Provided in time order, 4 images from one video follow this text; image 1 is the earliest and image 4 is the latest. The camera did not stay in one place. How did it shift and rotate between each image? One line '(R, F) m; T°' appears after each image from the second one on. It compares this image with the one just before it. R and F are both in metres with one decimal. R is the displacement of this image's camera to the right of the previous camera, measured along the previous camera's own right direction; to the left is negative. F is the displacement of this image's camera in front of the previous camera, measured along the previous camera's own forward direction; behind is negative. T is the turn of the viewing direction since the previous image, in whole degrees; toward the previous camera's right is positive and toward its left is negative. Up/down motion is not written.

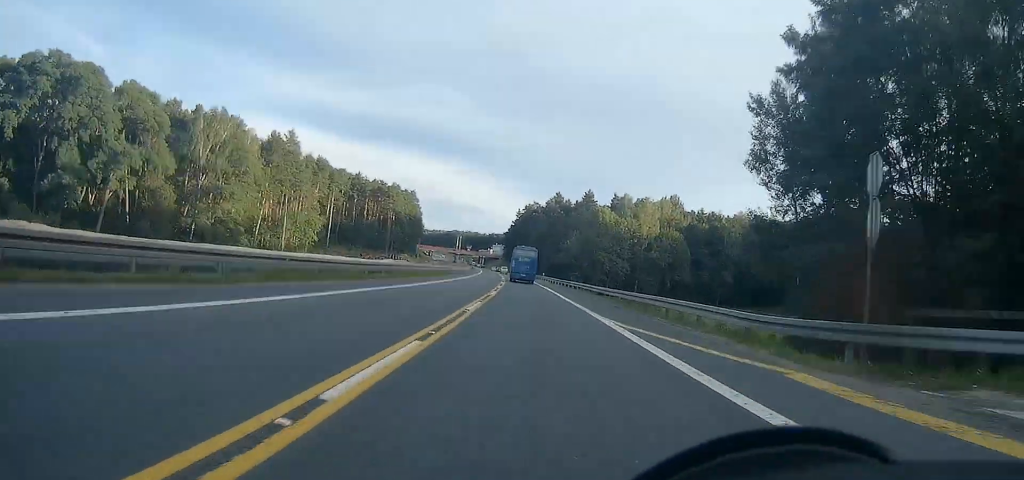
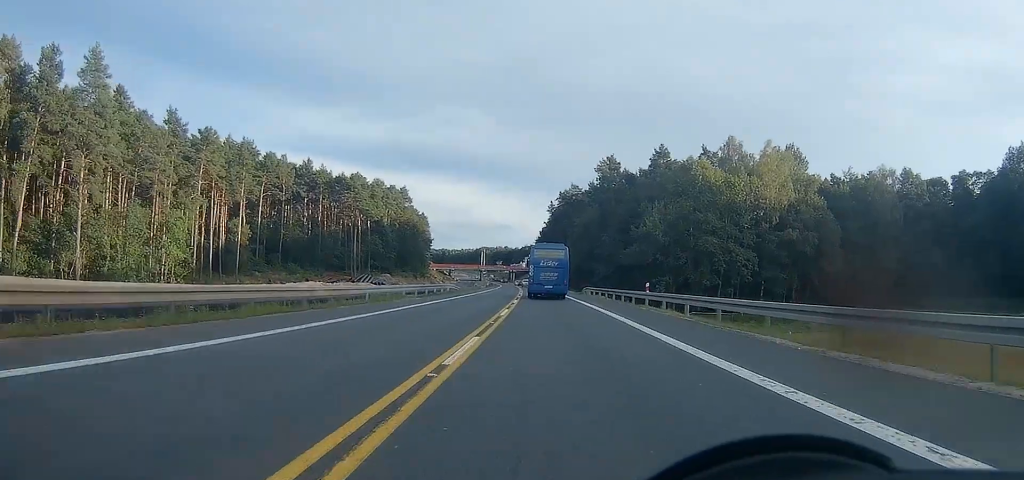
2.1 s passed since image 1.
(-2.1, +69.9) m; -4°
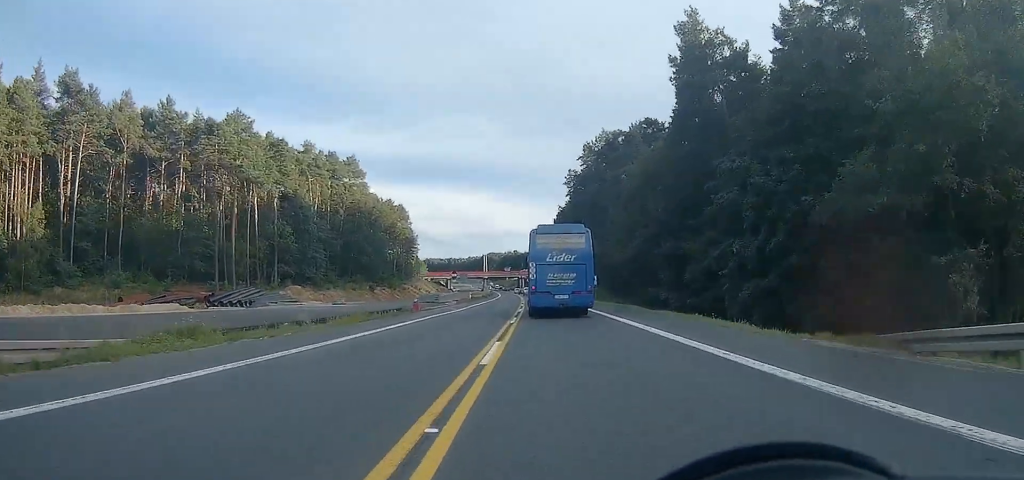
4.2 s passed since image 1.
(-1.0, +60.0) m; -2°
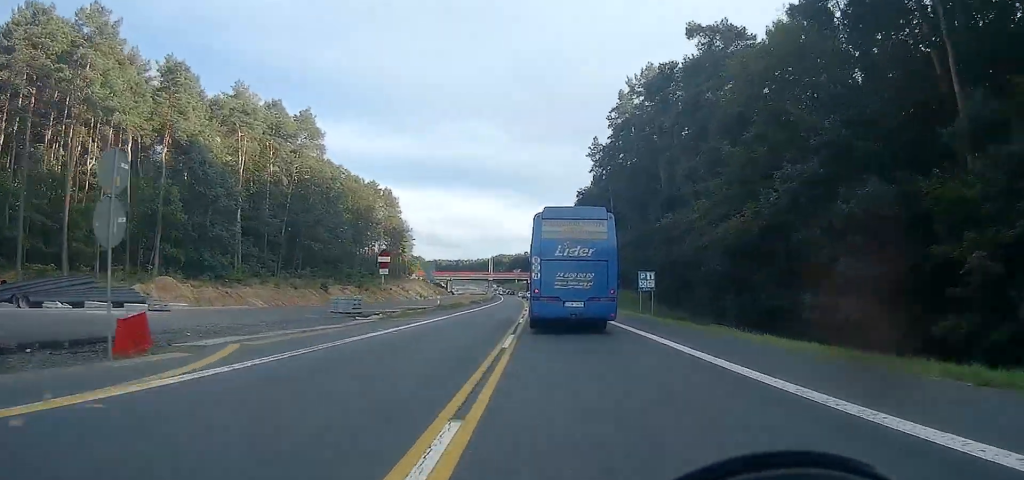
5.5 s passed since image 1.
(-0.3, +32.6) m; -1°
